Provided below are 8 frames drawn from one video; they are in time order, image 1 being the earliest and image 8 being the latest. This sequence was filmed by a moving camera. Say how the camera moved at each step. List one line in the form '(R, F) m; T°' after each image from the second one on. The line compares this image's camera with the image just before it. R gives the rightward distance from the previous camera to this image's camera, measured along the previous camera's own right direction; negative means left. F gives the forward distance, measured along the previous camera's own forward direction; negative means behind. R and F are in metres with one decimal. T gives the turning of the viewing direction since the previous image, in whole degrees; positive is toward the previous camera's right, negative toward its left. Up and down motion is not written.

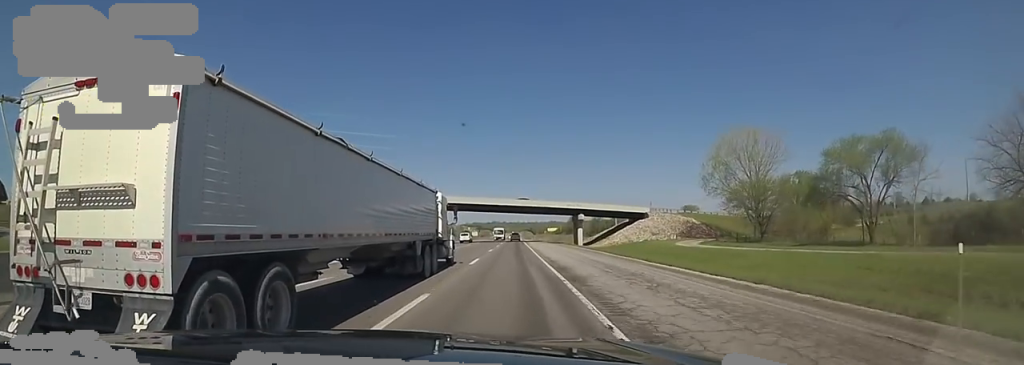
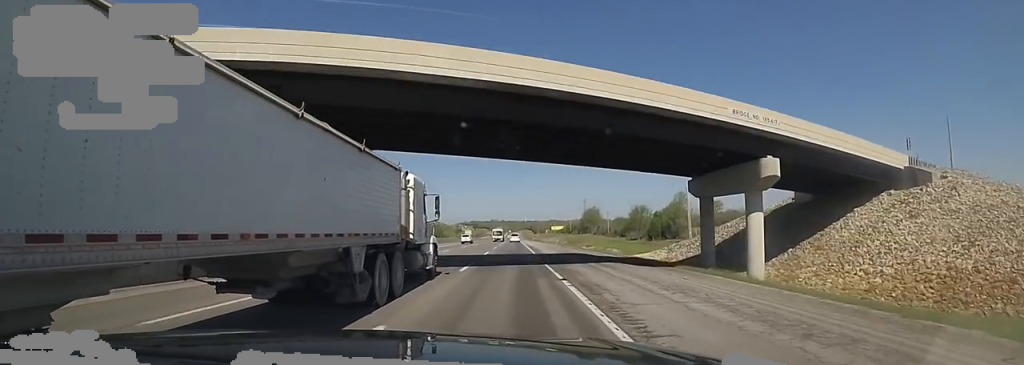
(-0.3, +65.4) m; 0°
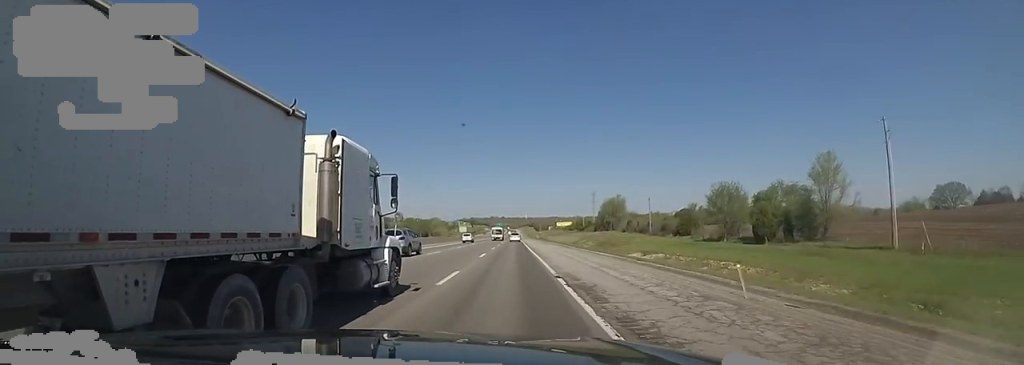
(+0.2, +50.7) m; 0°
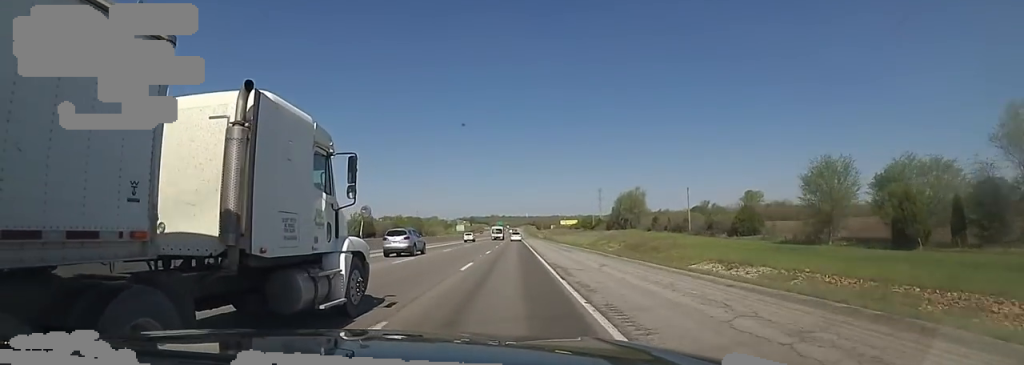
(0.0, +25.4) m; 0°
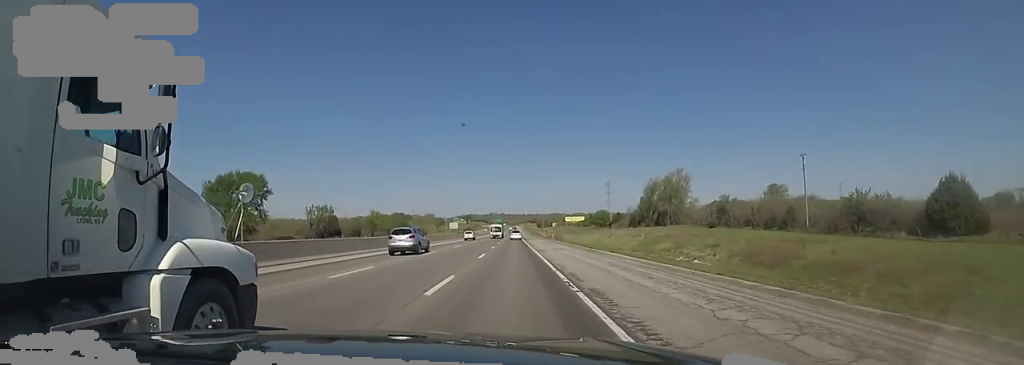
(-0.3, +37.6) m; 0°
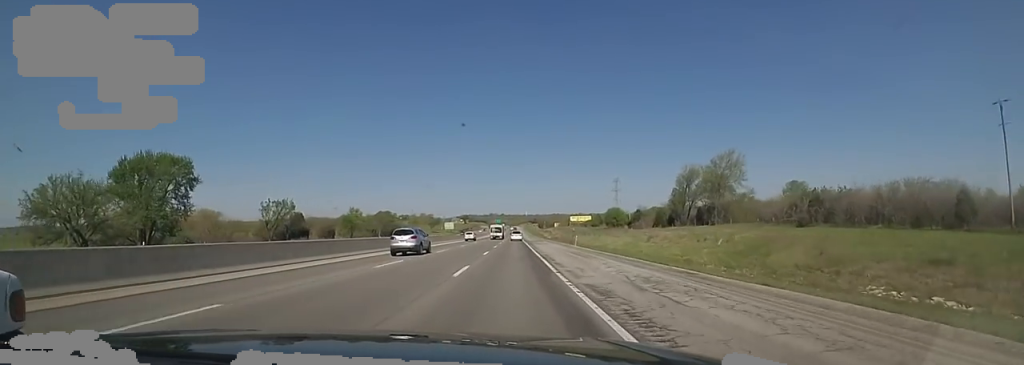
(0.0, +25.6) m; 0°
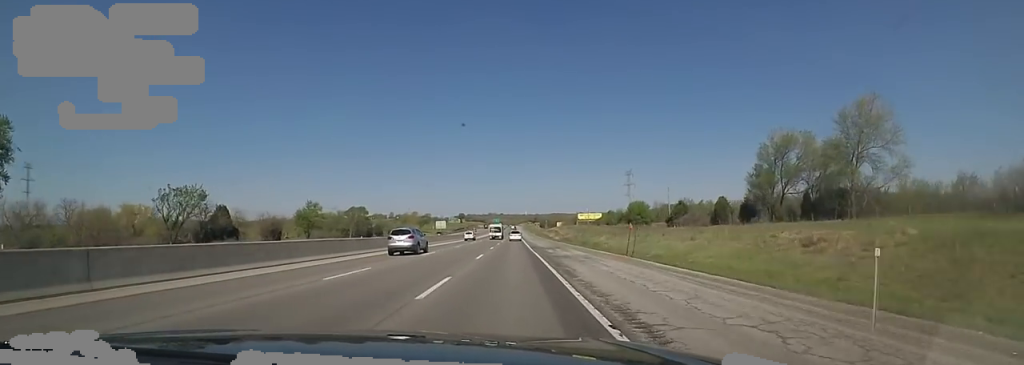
(+0.2, +35.4) m; 0°
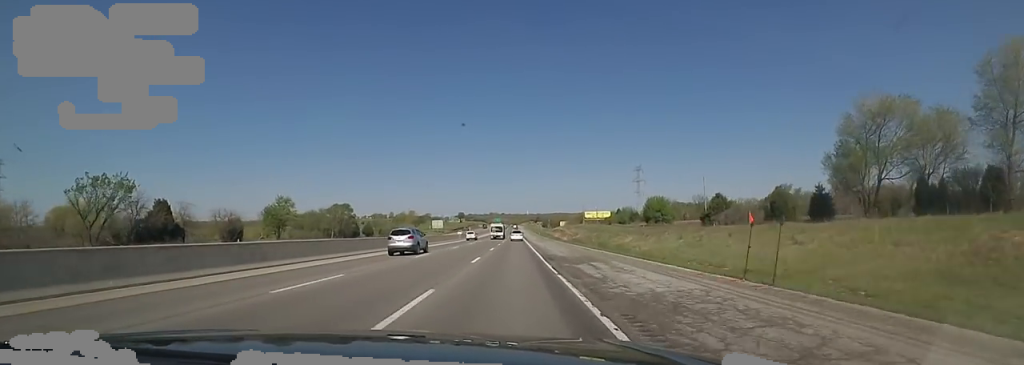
(+0.1, +18.4) m; 0°
